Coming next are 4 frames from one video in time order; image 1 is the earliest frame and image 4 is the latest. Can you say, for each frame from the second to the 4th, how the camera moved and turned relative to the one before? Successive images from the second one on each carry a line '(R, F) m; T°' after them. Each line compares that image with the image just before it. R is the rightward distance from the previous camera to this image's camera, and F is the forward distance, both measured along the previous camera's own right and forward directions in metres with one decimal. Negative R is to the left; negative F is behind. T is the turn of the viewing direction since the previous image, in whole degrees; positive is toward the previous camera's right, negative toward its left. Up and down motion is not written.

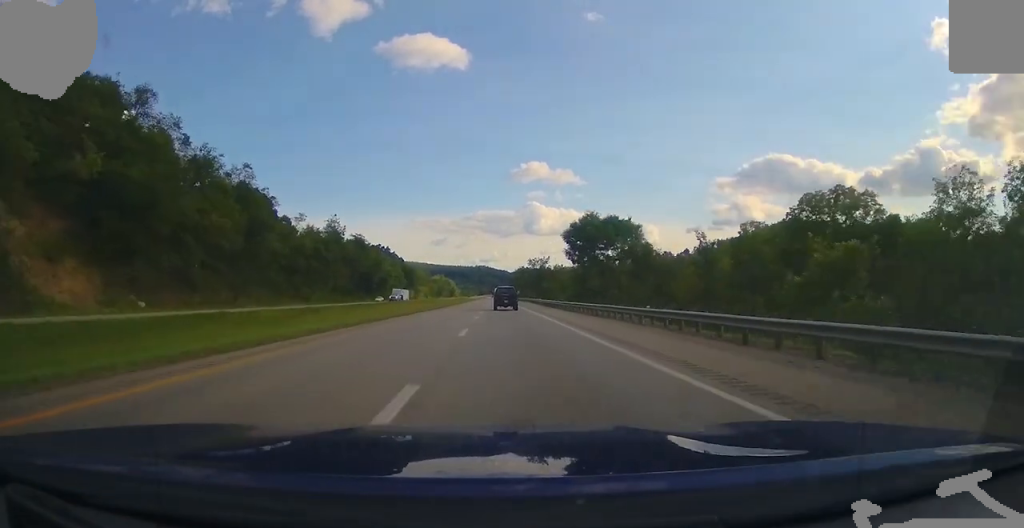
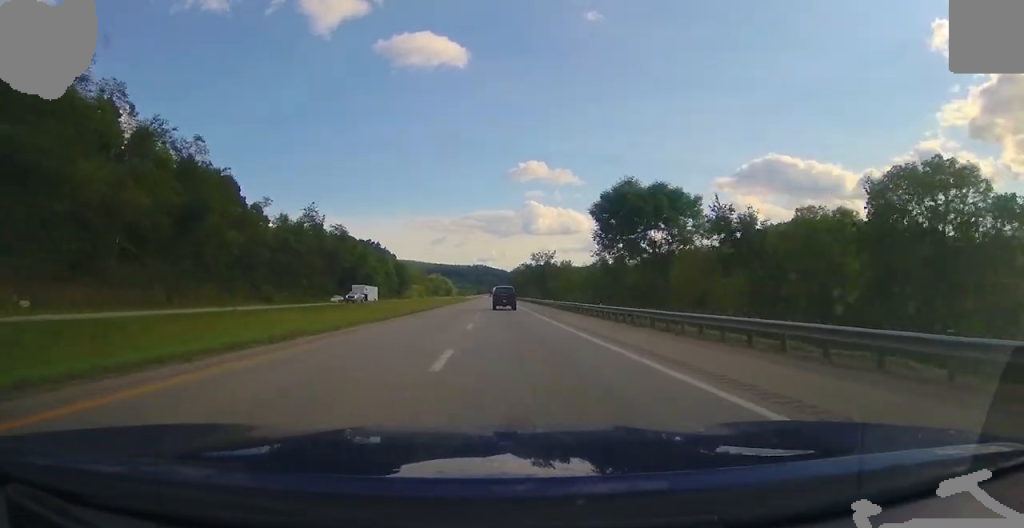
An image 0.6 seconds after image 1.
(+0.1, +19.5) m; 0°
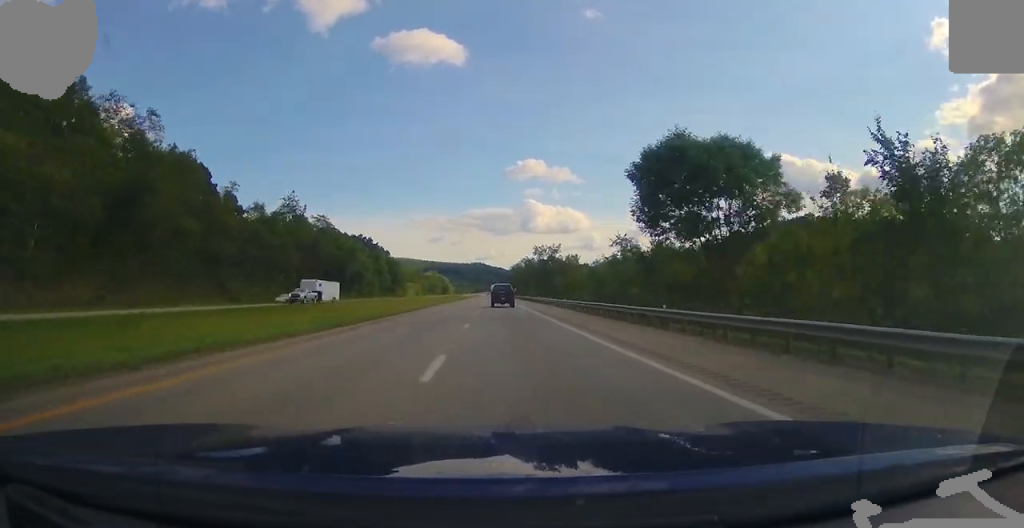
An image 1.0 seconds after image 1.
(+0.1, +13.7) m; 0°
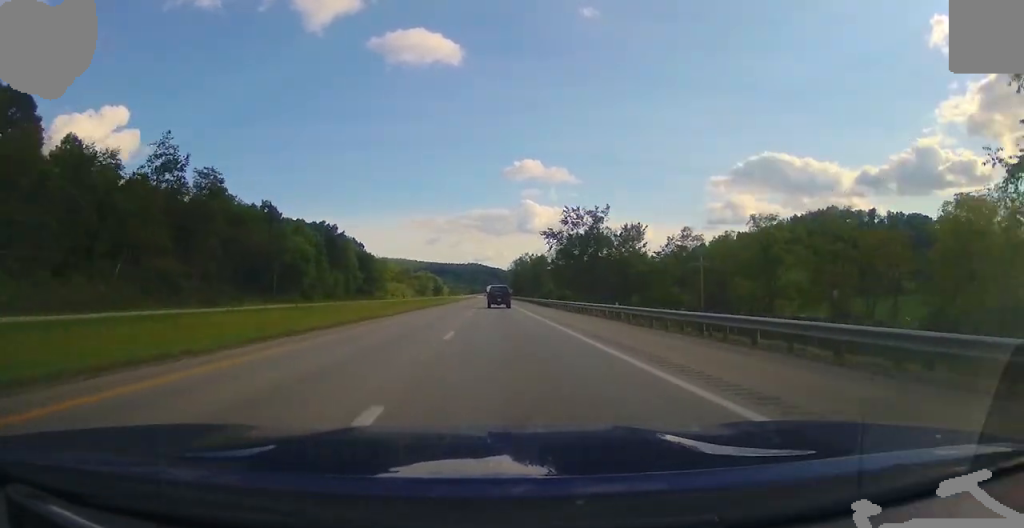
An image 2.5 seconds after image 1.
(+0.4, +53.6) m; +1°
